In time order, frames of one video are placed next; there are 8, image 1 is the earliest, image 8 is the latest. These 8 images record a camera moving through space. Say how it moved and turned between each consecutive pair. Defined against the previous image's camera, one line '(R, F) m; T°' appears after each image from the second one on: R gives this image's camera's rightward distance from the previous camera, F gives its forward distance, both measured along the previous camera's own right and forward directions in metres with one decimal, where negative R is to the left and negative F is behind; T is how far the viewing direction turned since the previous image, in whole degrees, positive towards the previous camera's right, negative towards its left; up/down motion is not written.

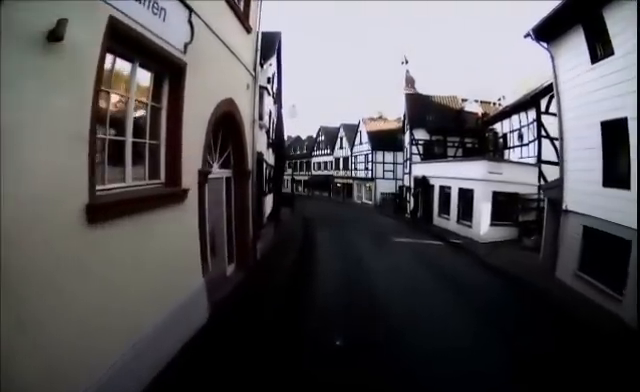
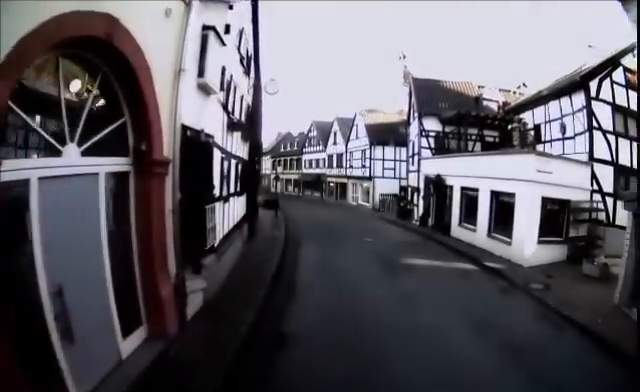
(+1.2, +4.1) m; +25°
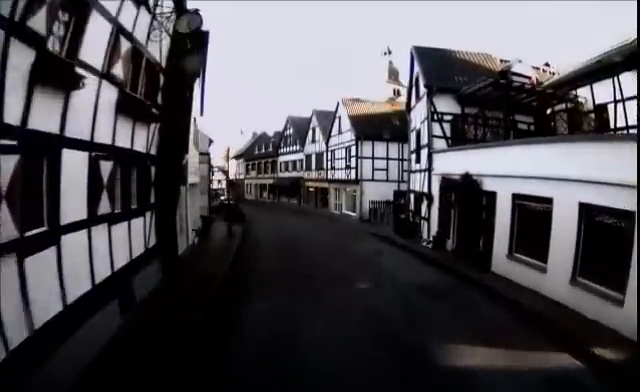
(+0.7, +7.3) m; +6°
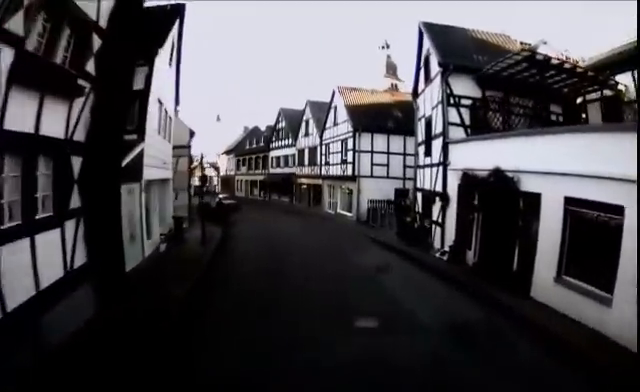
(0.0, +2.5) m; 0°
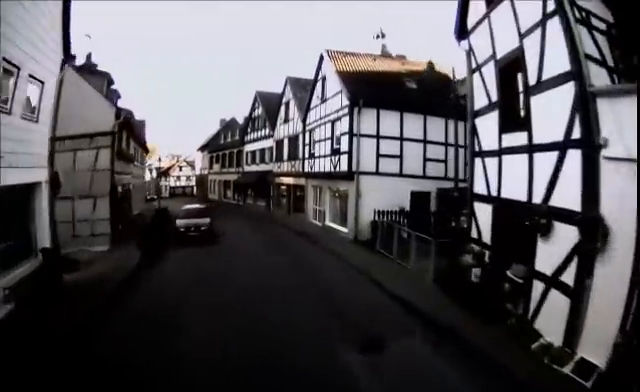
(0.0, +6.2) m; -11°
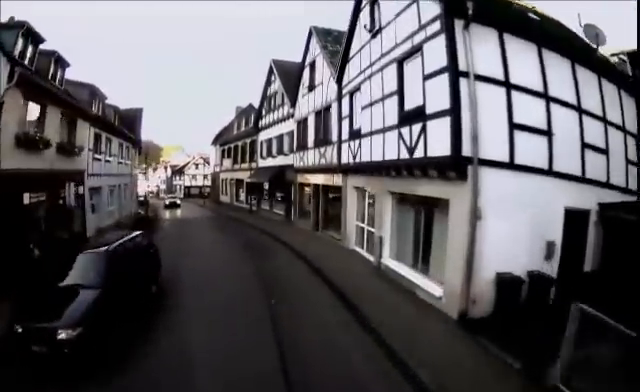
(-1.4, +7.0) m; -17°
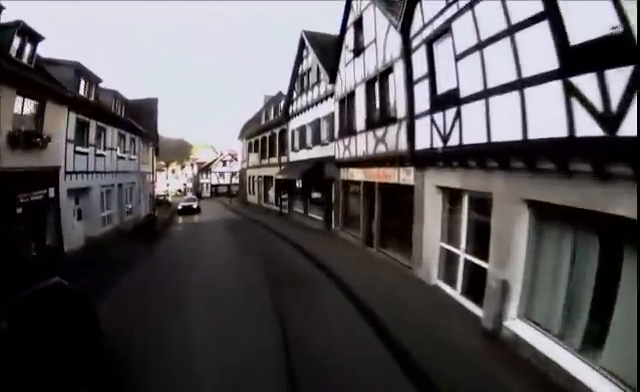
(-0.2, +3.9) m; -4°
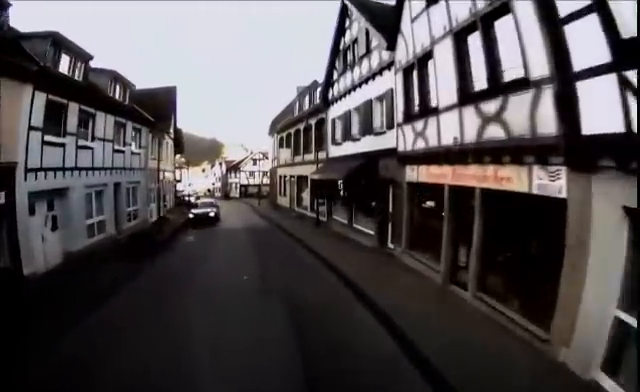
(-0.1, +3.6) m; -3°
